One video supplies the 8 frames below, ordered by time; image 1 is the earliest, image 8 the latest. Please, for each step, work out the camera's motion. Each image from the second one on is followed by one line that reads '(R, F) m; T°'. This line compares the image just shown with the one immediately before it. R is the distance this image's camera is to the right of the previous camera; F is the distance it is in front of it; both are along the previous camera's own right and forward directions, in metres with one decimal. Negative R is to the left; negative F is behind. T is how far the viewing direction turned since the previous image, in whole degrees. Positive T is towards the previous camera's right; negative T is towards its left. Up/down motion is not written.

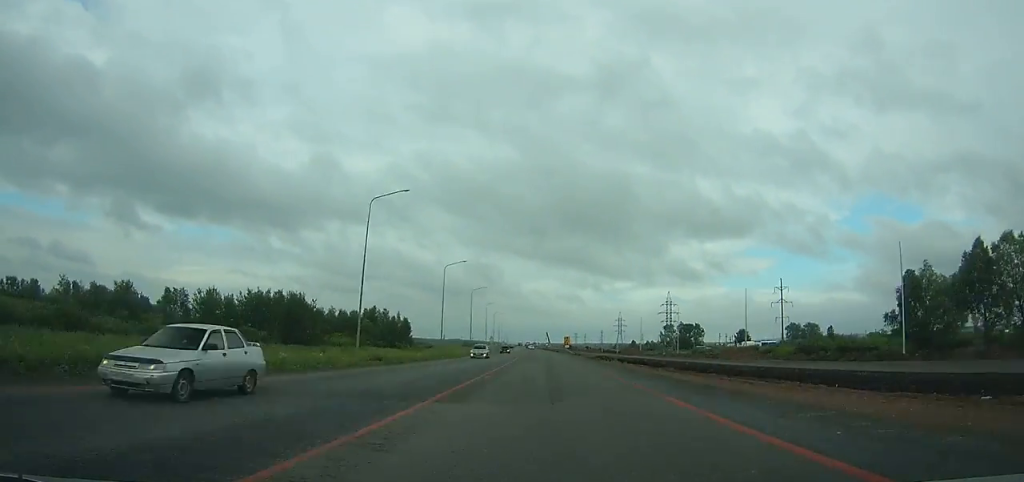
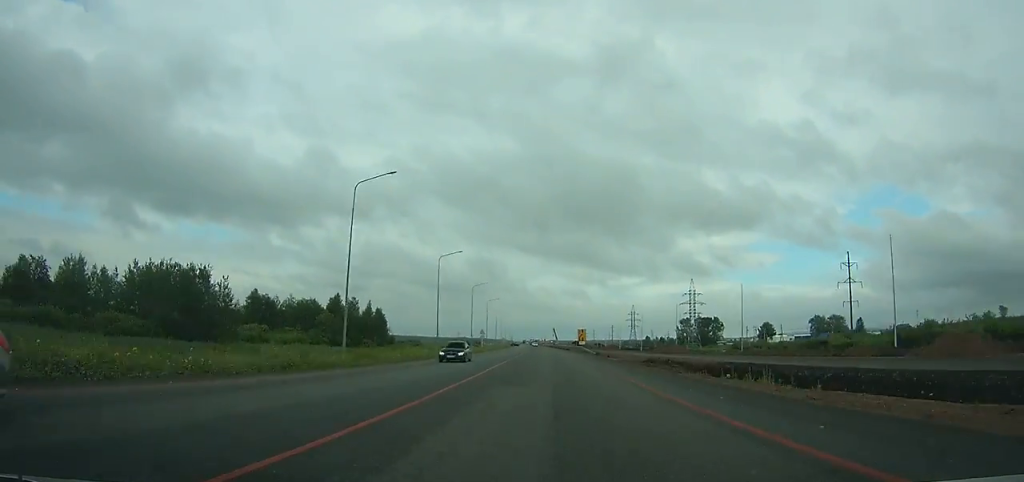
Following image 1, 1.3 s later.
(0.0, +32.7) m; -1°
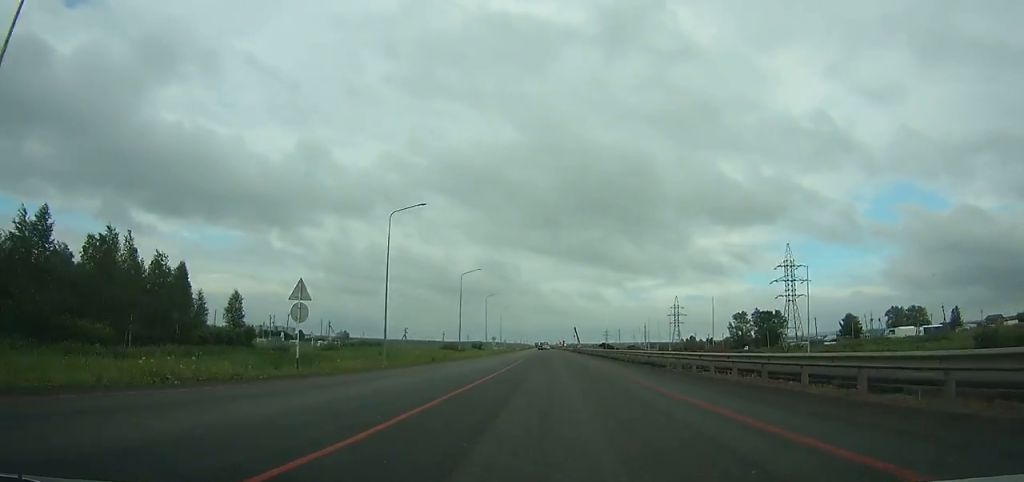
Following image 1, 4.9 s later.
(-1.3, +89.1) m; -1°
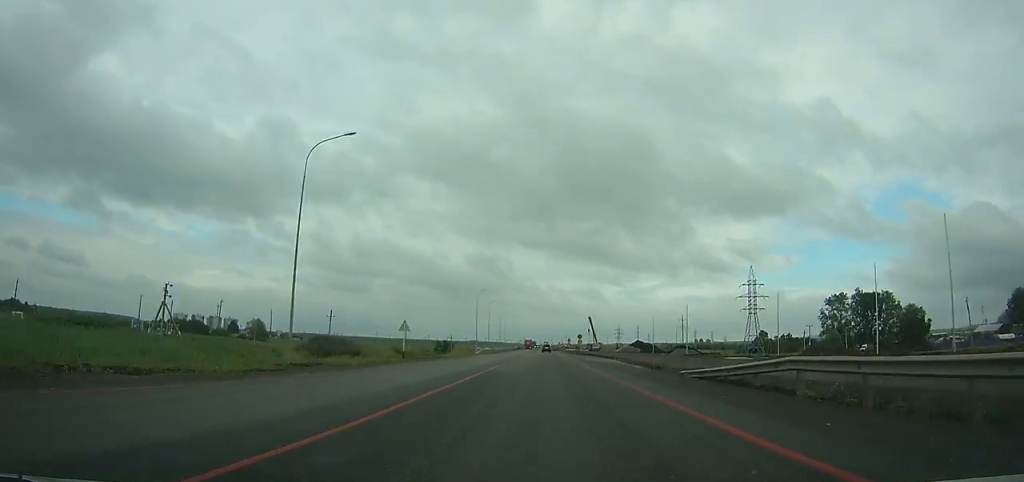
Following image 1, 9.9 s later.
(-0.4, +118.0) m; 0°
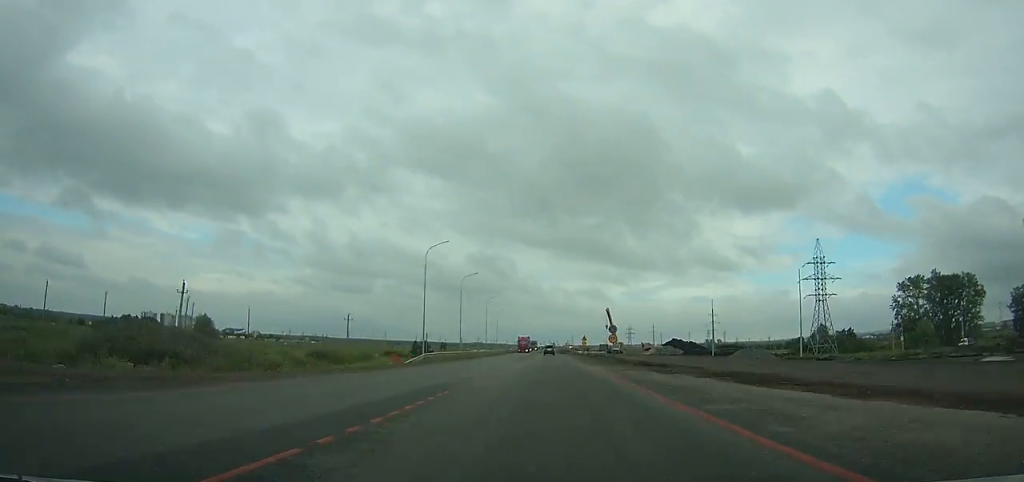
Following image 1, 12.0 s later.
(-0.1, +47.2) m; 0°
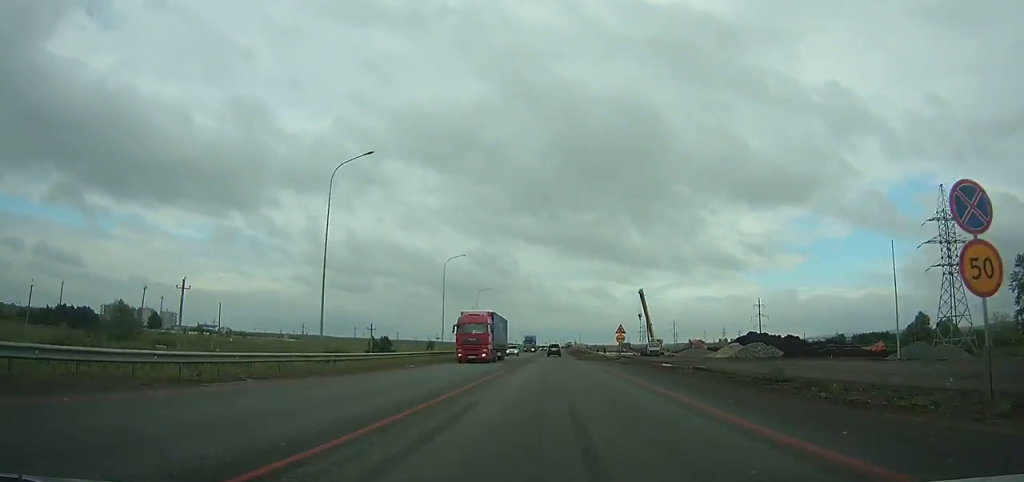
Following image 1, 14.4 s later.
(-0.2, +51.9) m; 0°
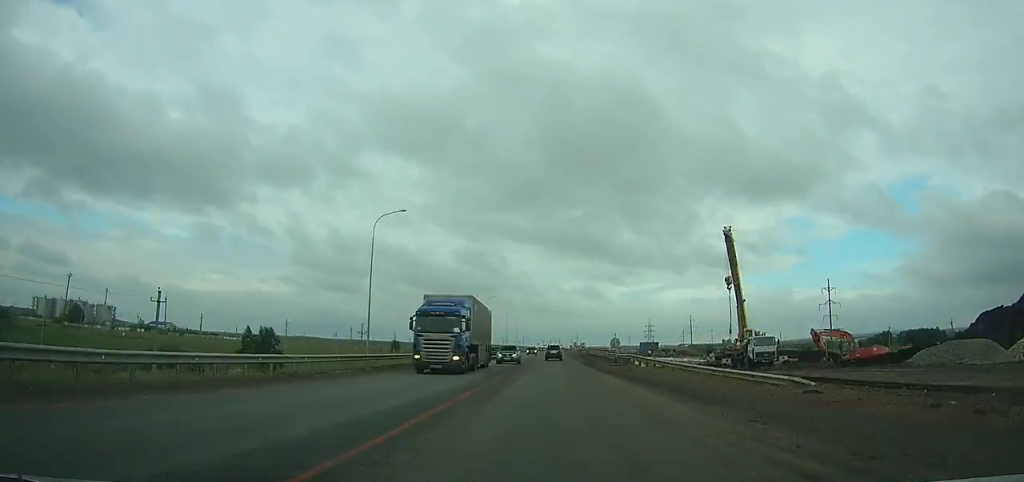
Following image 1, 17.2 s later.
(-0.1, +57.4) m; 0°
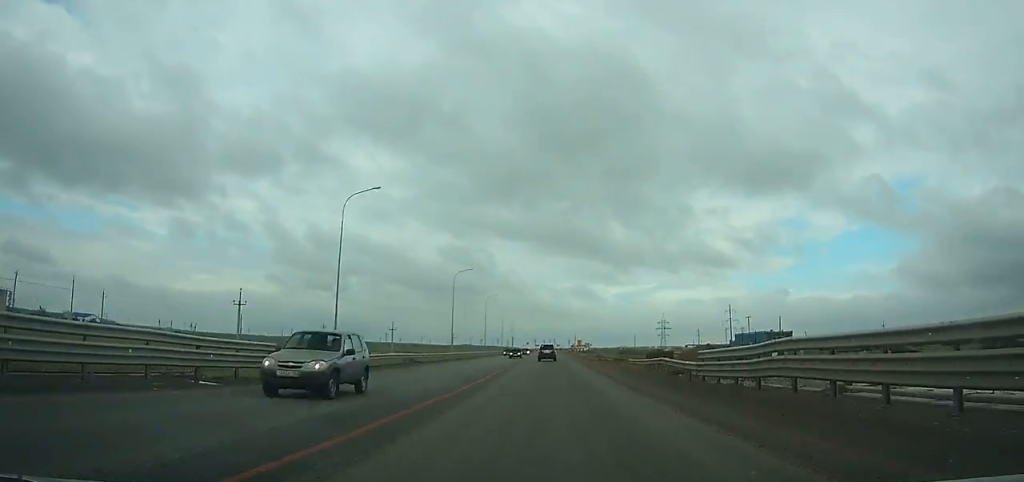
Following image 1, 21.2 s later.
(-0.2, +78.4) m; 0°
